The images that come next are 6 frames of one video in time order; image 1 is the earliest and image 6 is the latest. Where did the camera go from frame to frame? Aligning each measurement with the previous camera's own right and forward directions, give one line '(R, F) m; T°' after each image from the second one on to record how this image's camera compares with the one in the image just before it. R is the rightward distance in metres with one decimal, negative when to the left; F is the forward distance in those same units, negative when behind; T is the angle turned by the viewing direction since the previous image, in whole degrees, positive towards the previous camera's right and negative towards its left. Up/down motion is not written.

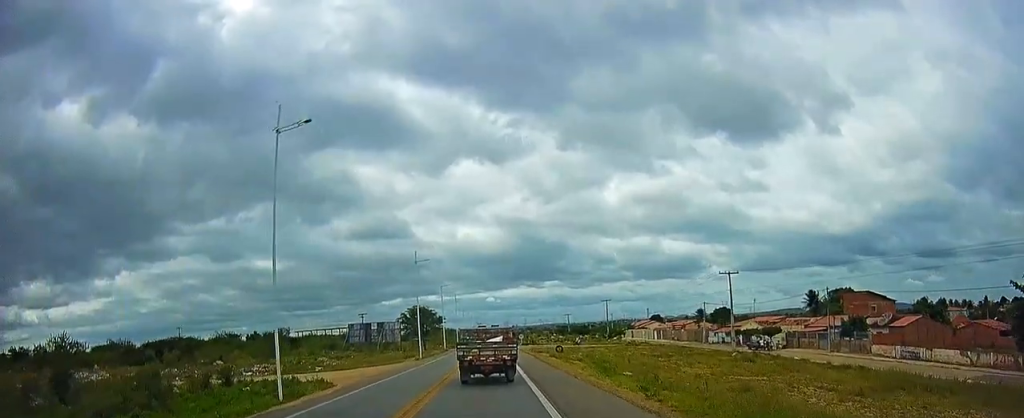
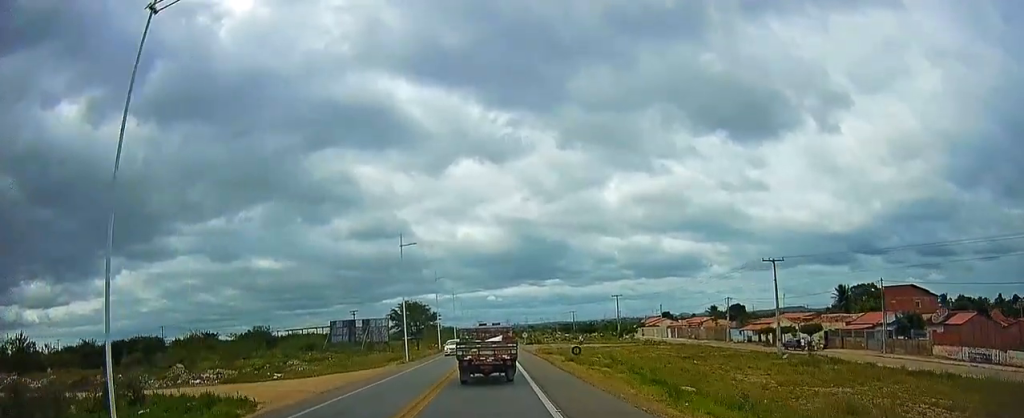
(0.0, +11.2) m; 0°
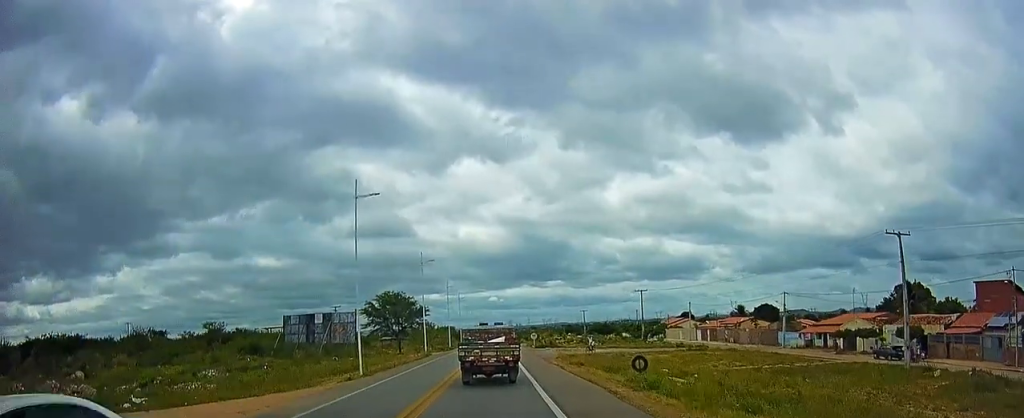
(0.0, +19.8) m; -2°
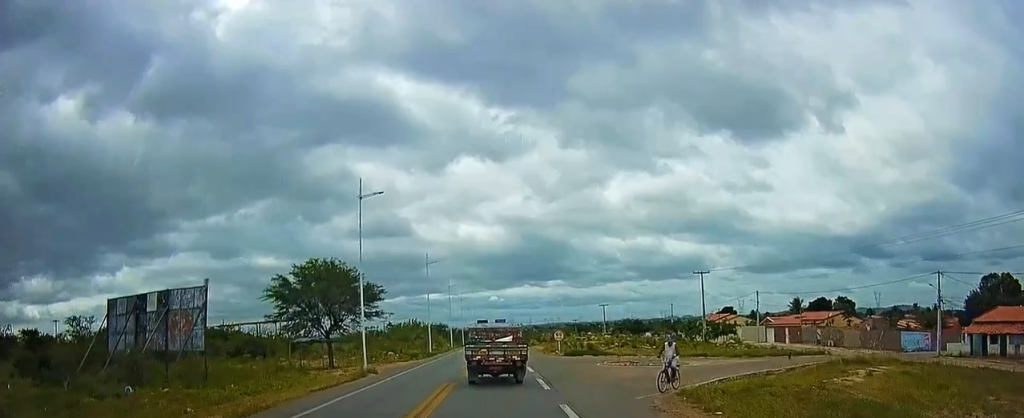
(0.0, +32.6) m; +2°
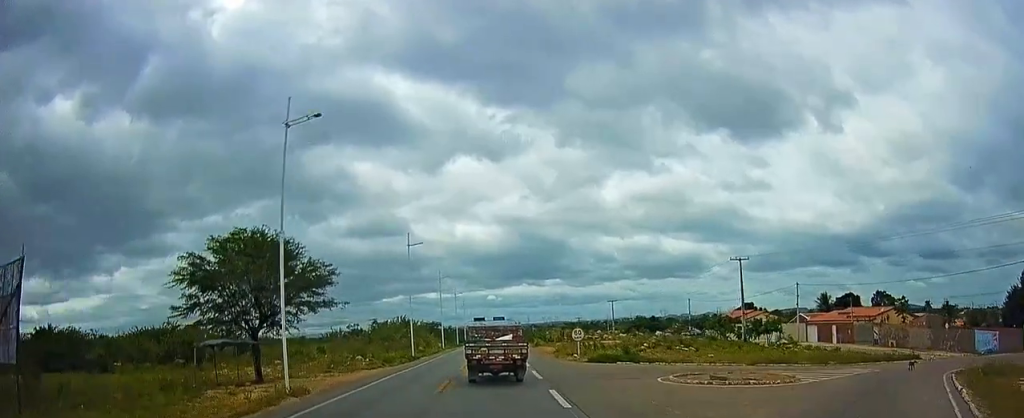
(-0.1, +13.5) m; 0°
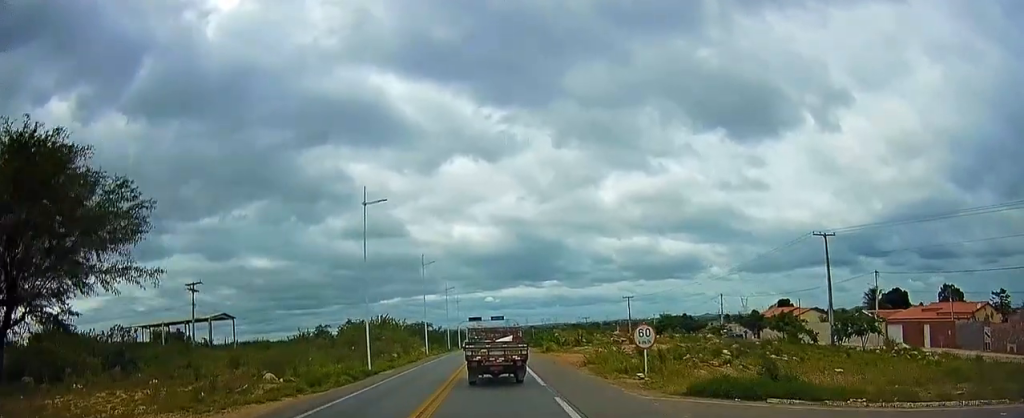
(0.0, +19.3) m; 0°
